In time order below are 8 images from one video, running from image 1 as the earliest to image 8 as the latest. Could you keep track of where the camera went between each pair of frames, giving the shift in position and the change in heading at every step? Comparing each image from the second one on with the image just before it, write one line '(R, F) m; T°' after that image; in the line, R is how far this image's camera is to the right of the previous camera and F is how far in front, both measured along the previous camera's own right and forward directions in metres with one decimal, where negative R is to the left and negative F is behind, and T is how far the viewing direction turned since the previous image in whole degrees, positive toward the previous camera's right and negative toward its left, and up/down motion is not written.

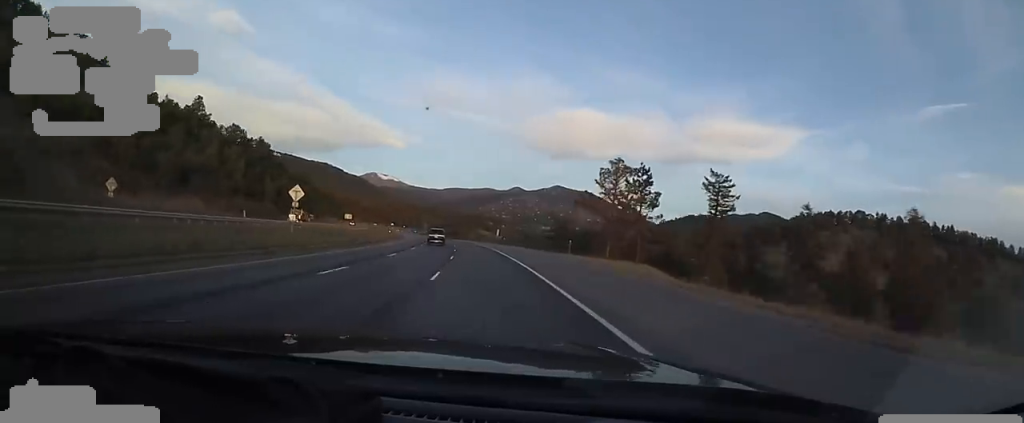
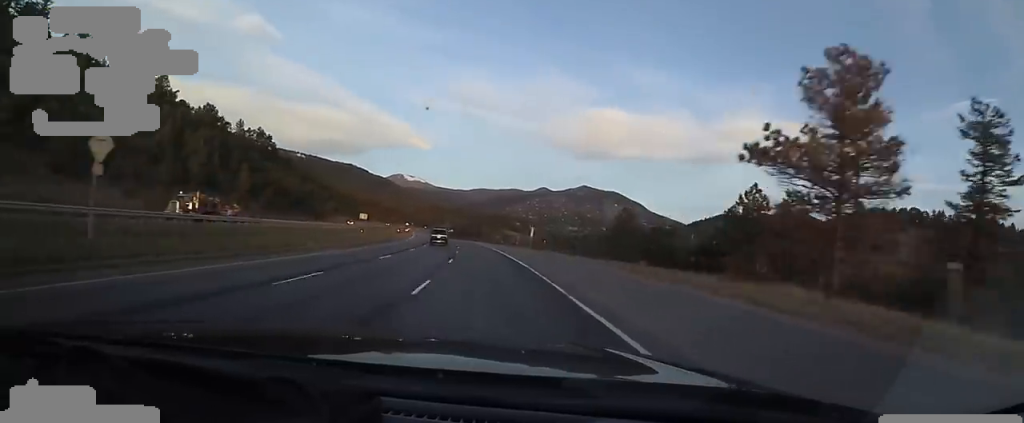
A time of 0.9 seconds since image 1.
(-0.2, +27.7) m; -4°
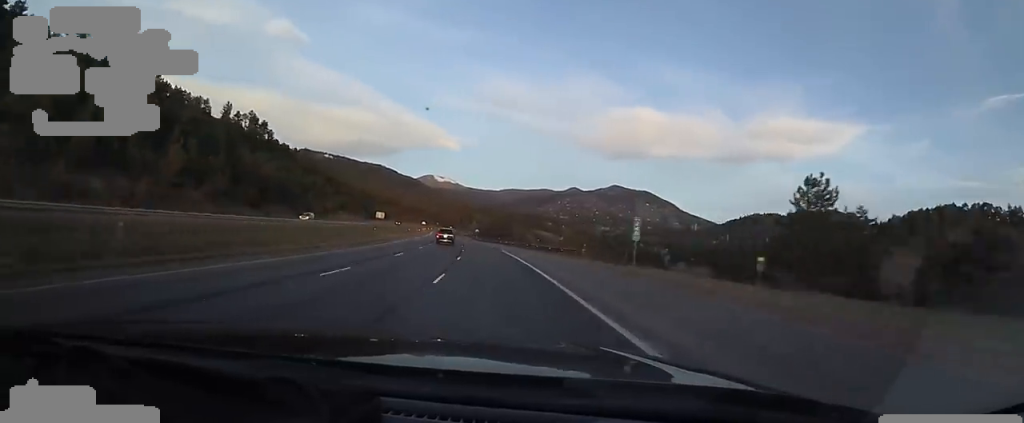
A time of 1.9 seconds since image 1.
(-2.1, +34.5) m; -2°
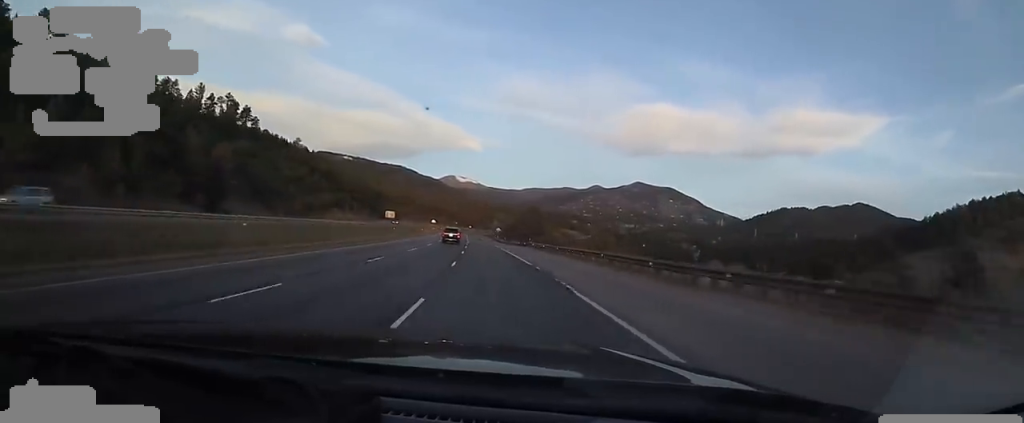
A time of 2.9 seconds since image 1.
(+0.6, +31.3) m; -1°
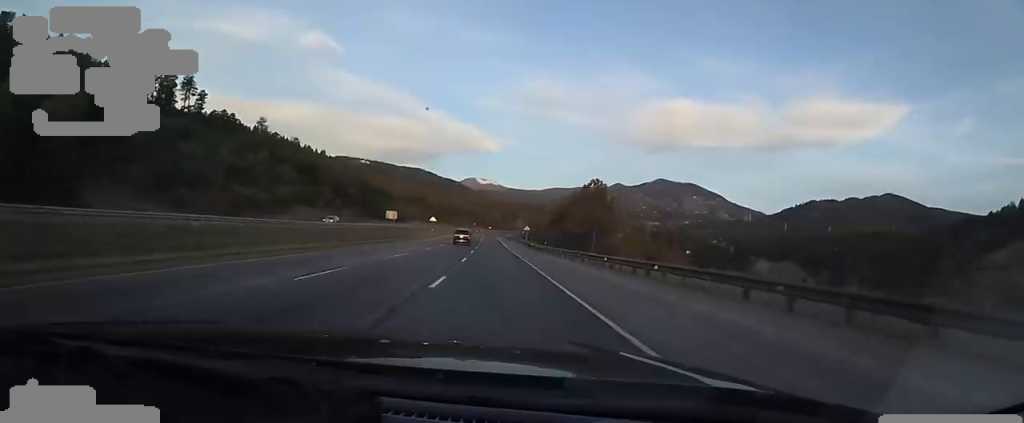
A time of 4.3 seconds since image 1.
(-3.0, +45.1) m; -5°
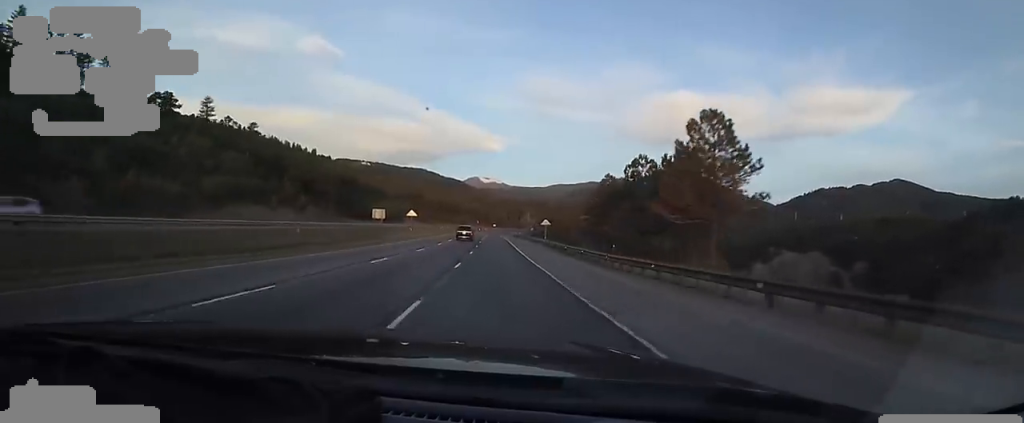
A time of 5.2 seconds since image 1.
(-0.1, +30.0) m; 0°
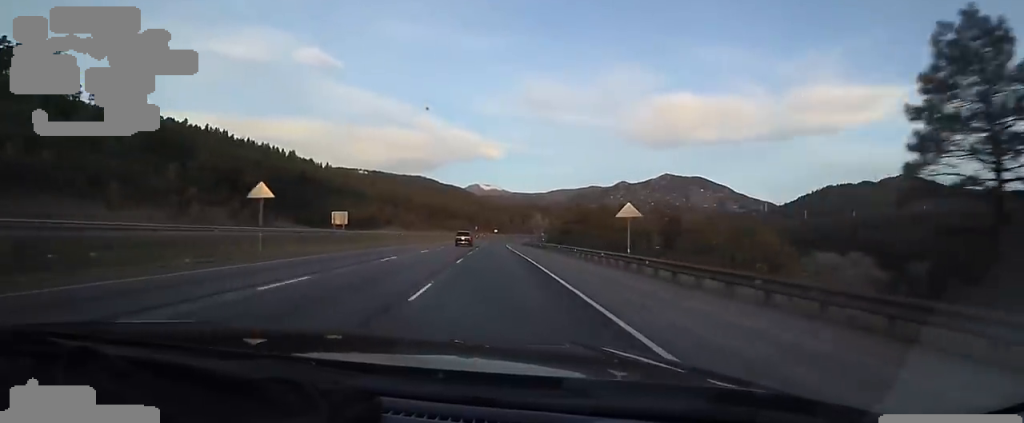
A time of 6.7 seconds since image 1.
(-0.5, +45.9) m; -2°
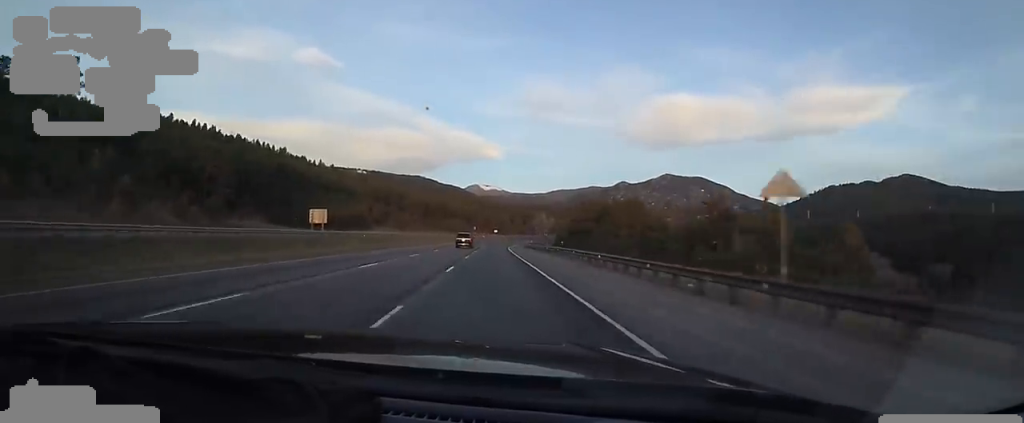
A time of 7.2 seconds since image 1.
(0.0, +15.9) m; +1°
